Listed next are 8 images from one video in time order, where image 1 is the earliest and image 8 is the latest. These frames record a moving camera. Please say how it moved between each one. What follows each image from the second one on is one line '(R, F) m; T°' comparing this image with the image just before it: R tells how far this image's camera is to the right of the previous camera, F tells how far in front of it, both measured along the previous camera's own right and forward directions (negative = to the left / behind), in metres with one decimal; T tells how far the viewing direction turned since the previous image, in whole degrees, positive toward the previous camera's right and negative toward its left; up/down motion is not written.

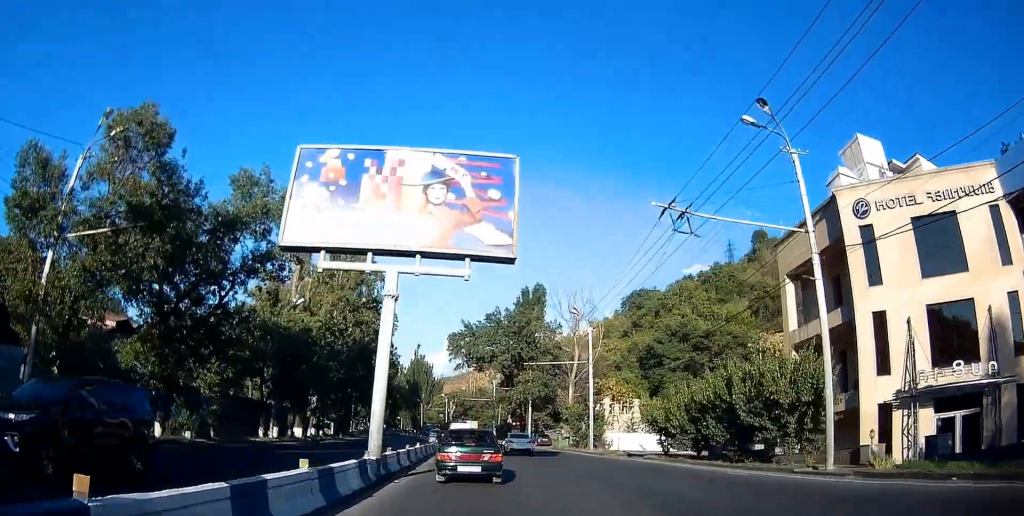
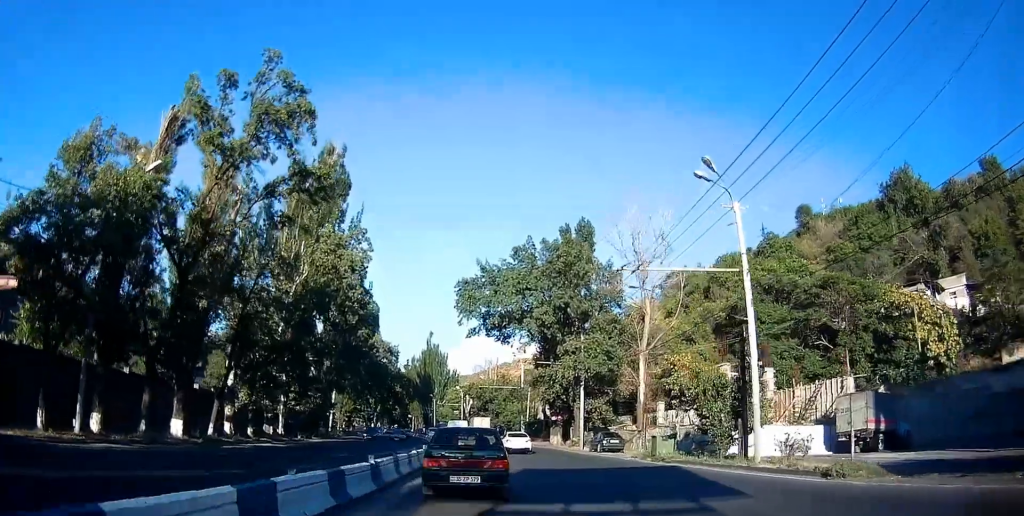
(-0.8, +25.5) m; -2°
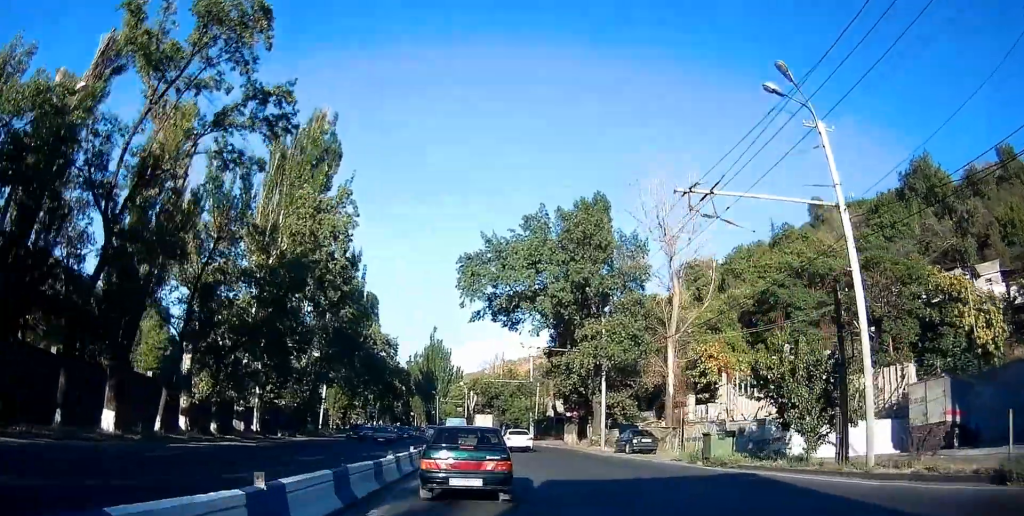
(+0.2, +6.5) m; 0°
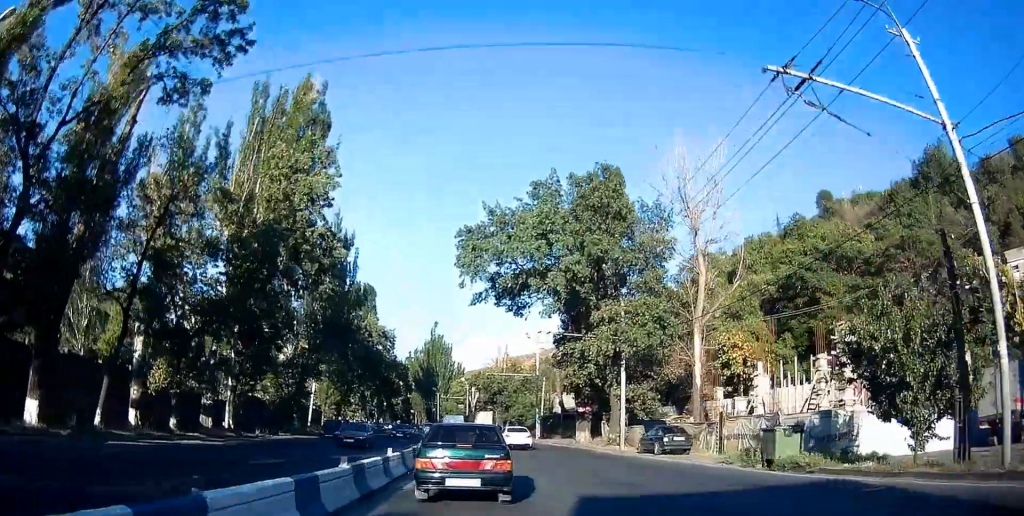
(+0.2, +5.1) m; 0°
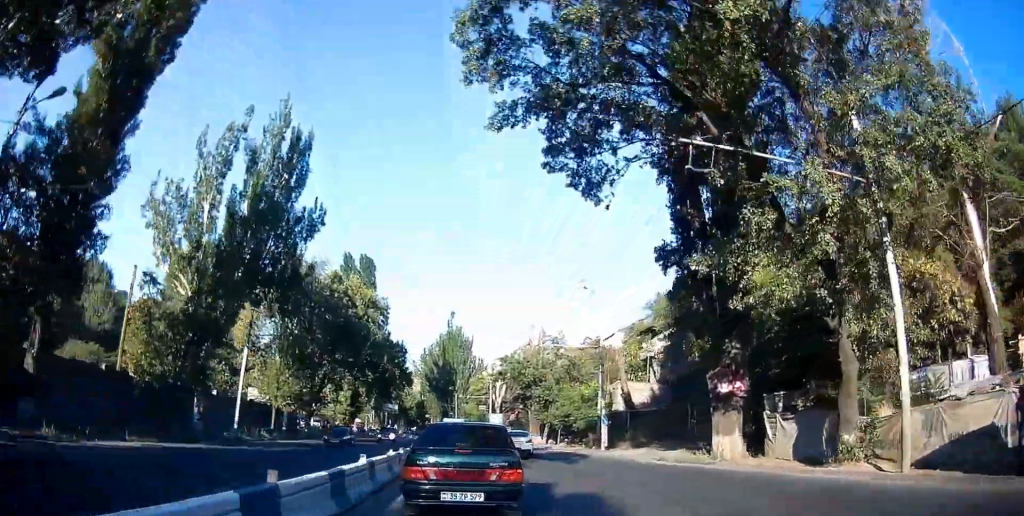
(-0.8, +23.8) m; -2°
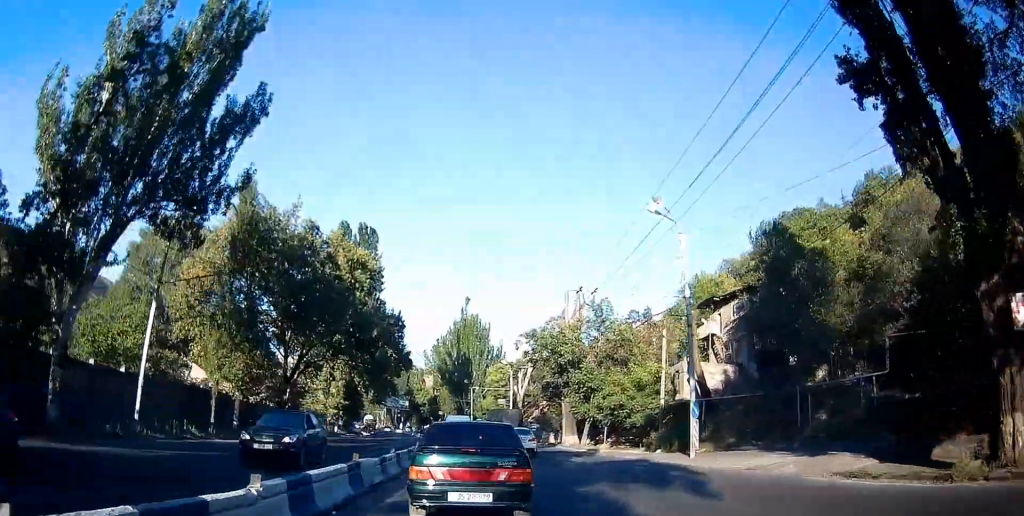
(0.0, +14.3) m; -3°
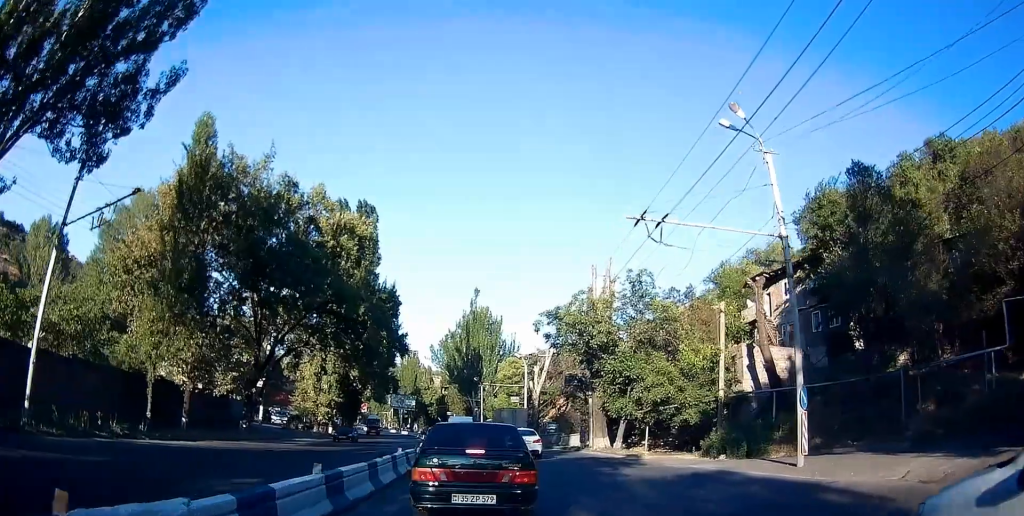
(-0.4, +8.6) m; 0°
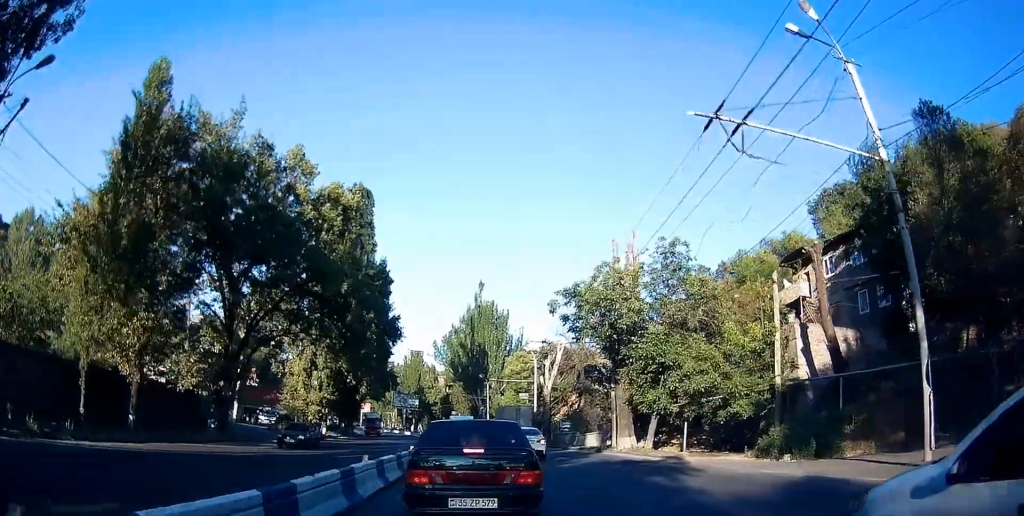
(+0.1, +5.9) m; 0°
